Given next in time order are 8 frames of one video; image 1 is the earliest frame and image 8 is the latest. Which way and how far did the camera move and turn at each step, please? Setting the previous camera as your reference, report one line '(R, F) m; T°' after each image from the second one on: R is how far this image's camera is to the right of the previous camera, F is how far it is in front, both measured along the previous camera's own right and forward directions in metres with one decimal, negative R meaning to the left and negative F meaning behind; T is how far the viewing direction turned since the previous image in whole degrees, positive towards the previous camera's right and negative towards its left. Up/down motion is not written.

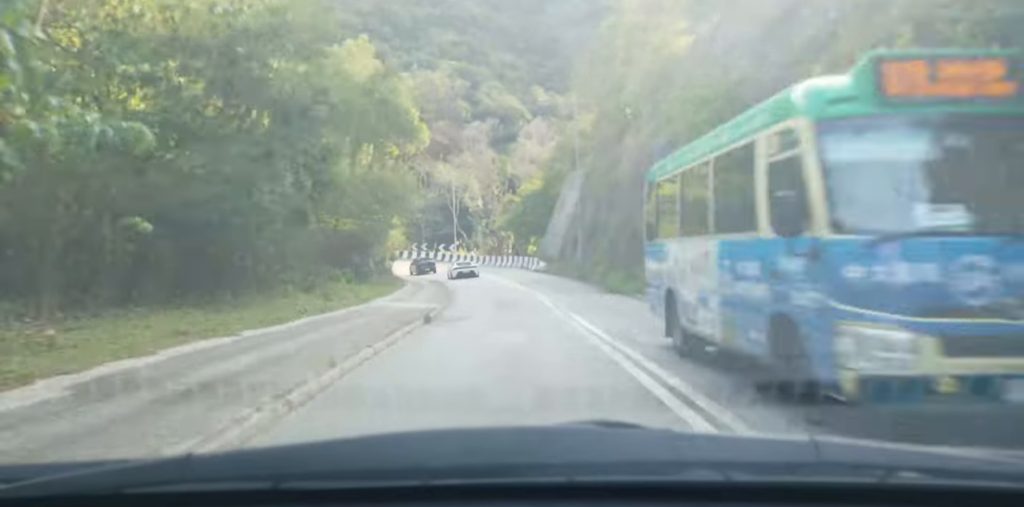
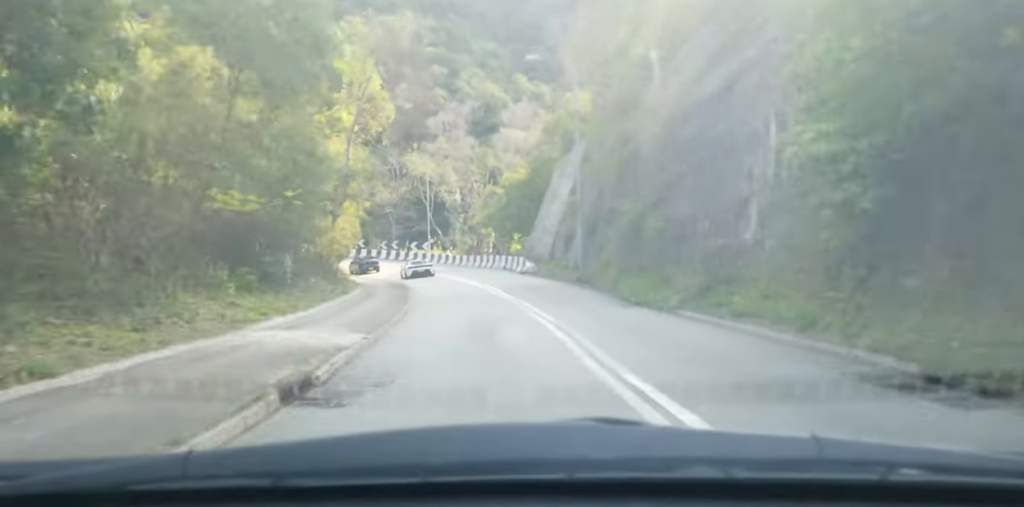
(+0.3, +11.0) m; 0°
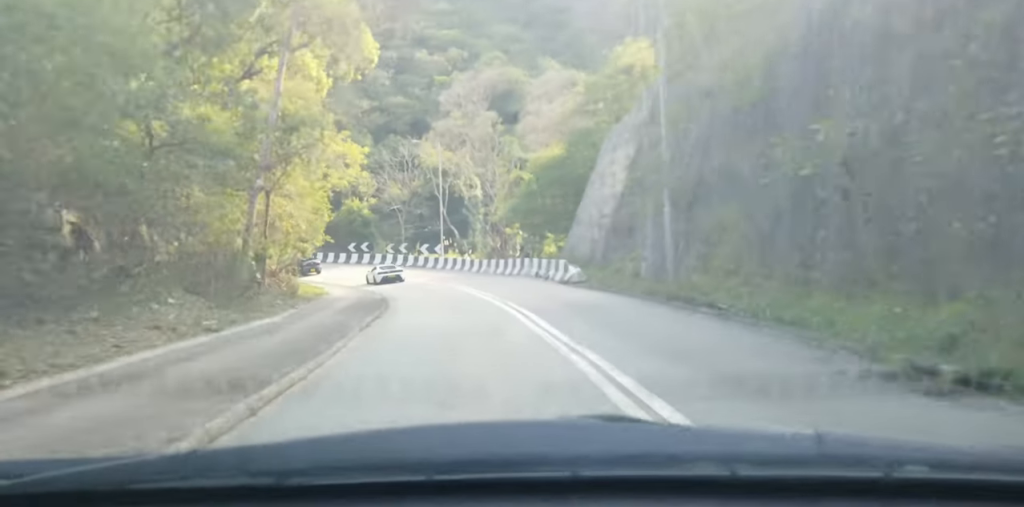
(-0.2, +16.5) m; +1°
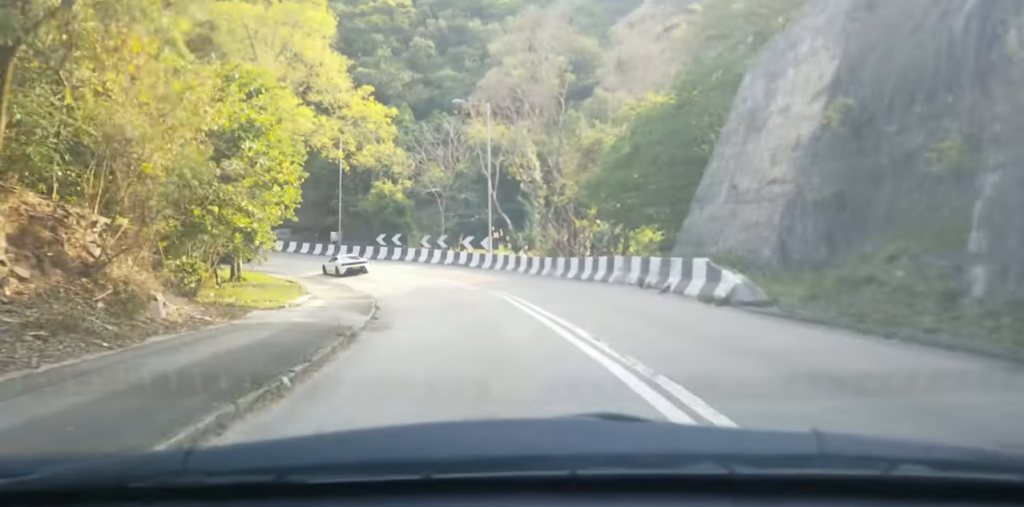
(+0.2, +18.3) m; -2°
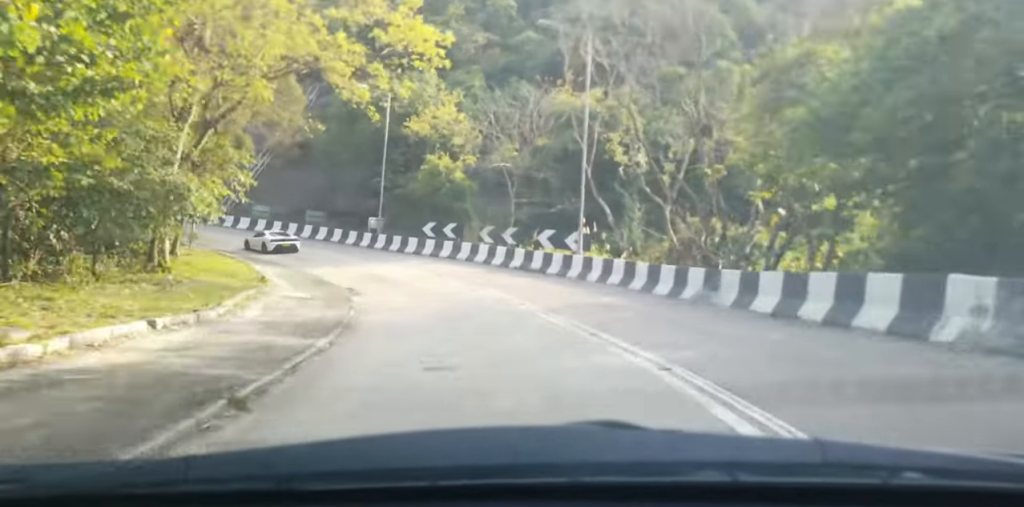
(-0.8, +16.4) m; -7°
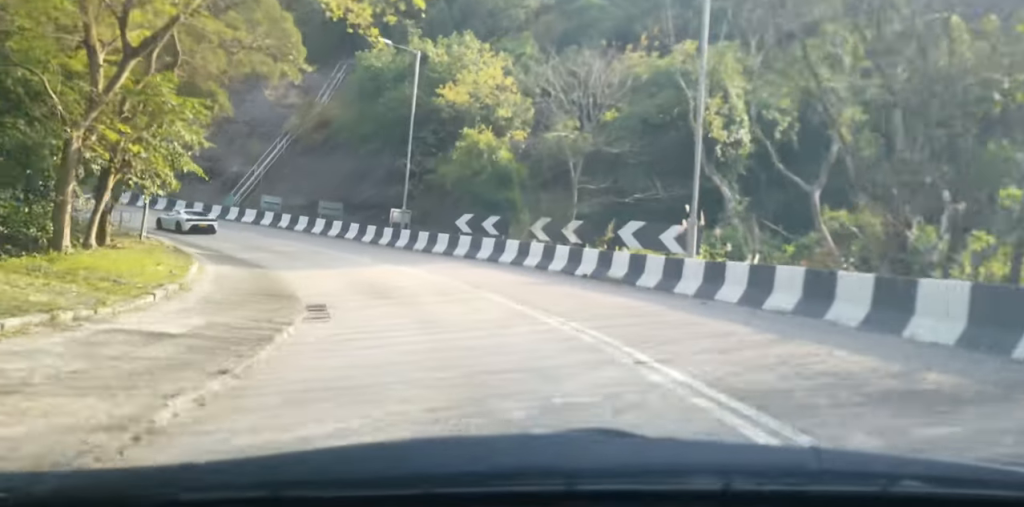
(-0.6, +9.9) m; -5°
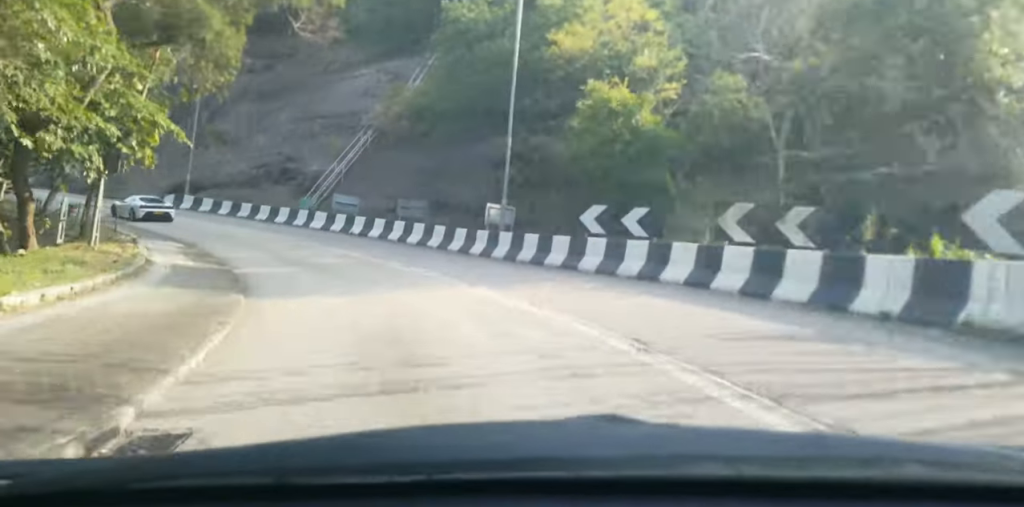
(-0.3, +10.6) m; -7°
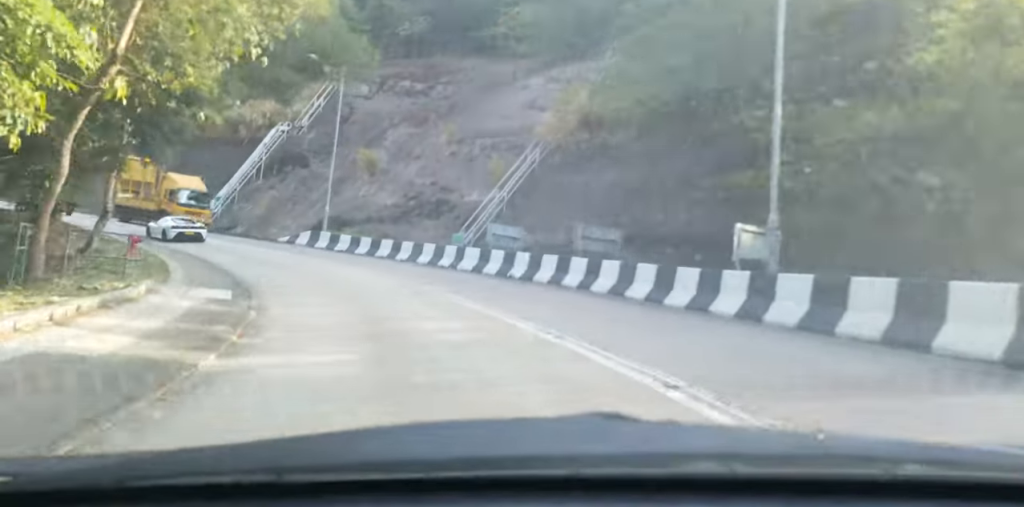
(-1.0, +11.4) m; -11°
